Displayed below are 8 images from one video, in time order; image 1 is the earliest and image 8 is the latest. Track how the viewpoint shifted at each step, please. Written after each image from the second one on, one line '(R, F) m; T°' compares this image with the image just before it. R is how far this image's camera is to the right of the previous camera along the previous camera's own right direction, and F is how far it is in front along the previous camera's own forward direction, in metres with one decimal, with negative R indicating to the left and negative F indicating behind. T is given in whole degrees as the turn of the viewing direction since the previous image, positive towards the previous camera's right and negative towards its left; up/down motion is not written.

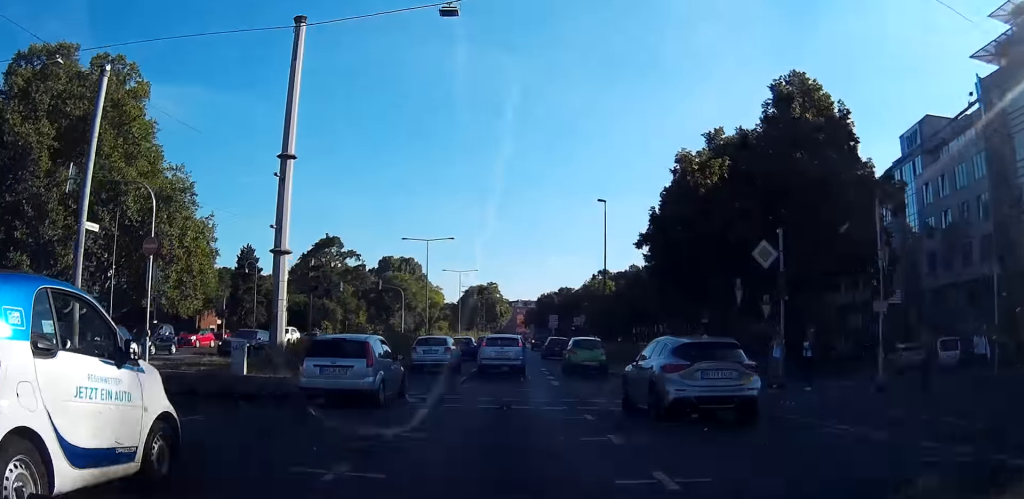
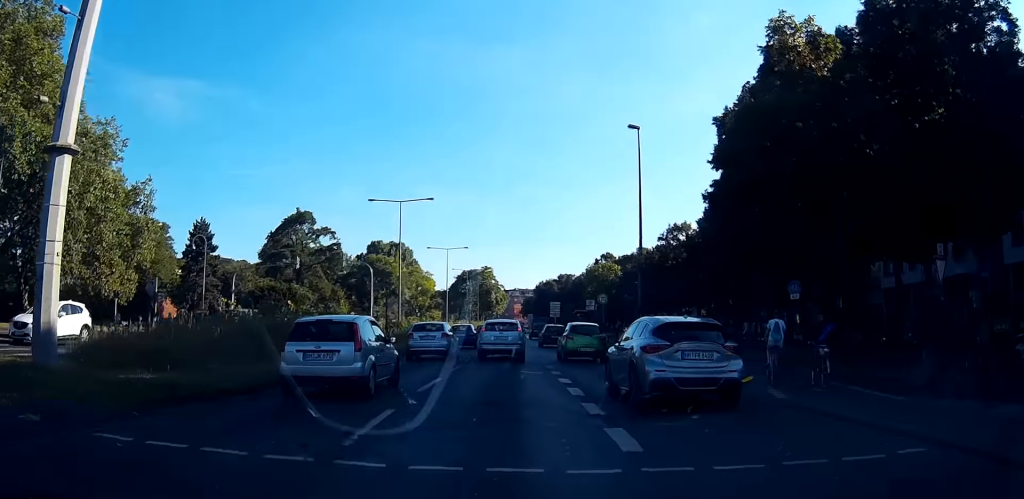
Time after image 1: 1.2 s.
(0.0, +15.8) m; -1°
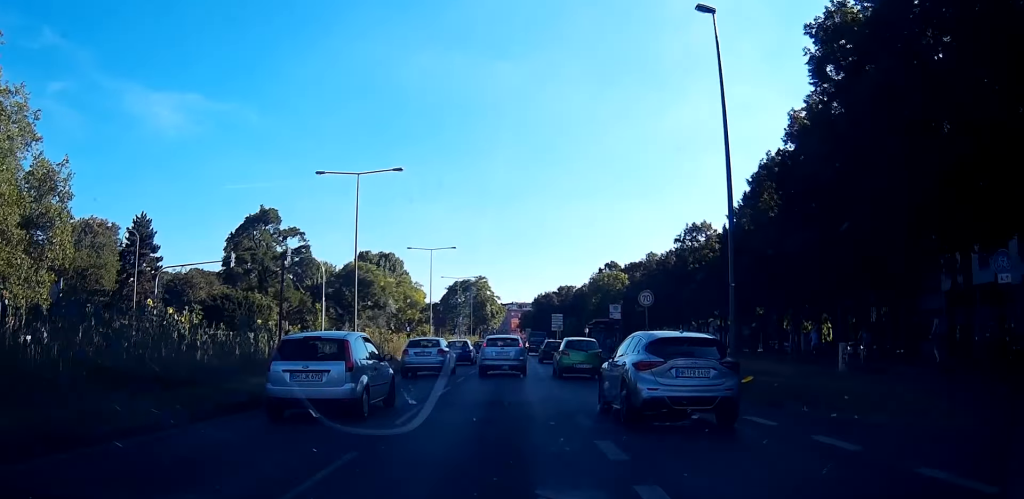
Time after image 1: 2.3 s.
(-0.3, +15.0) m; -2°
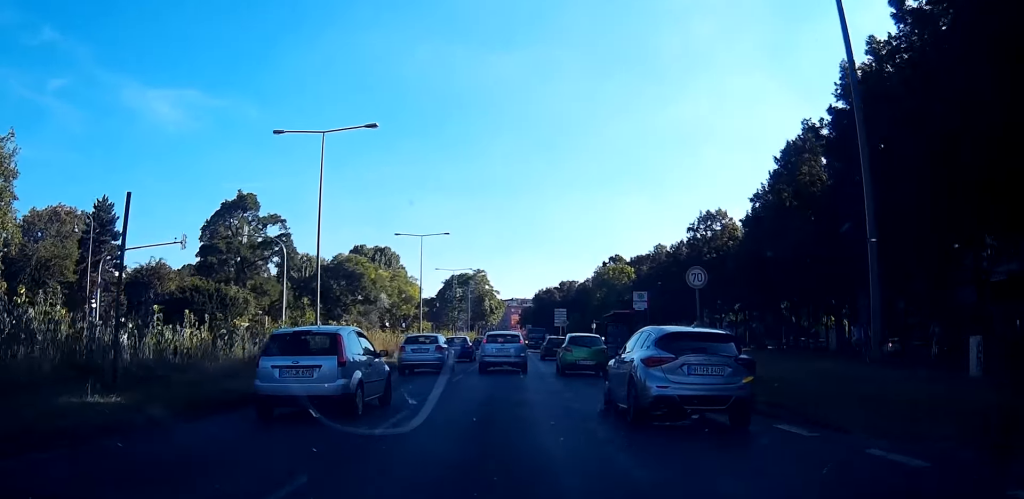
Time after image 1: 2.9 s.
(-0.1, +7.9) m; 0°
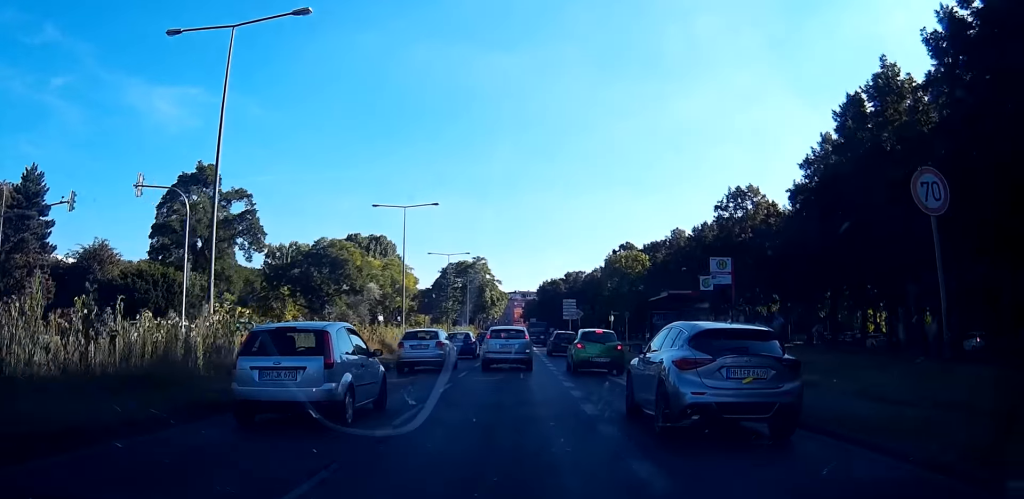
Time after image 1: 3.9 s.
(+0.1, +12.2) m; +3°
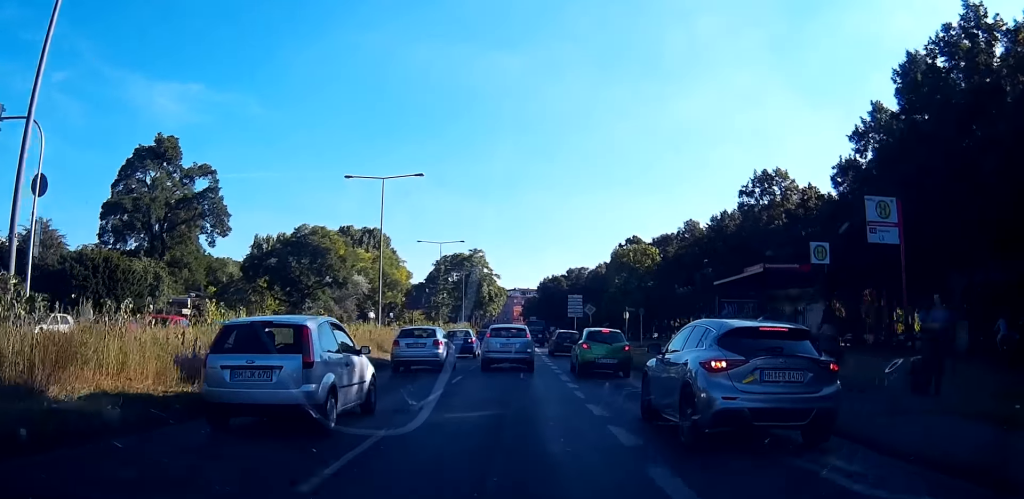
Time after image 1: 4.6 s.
(+0.3, +9.2) m; +3°
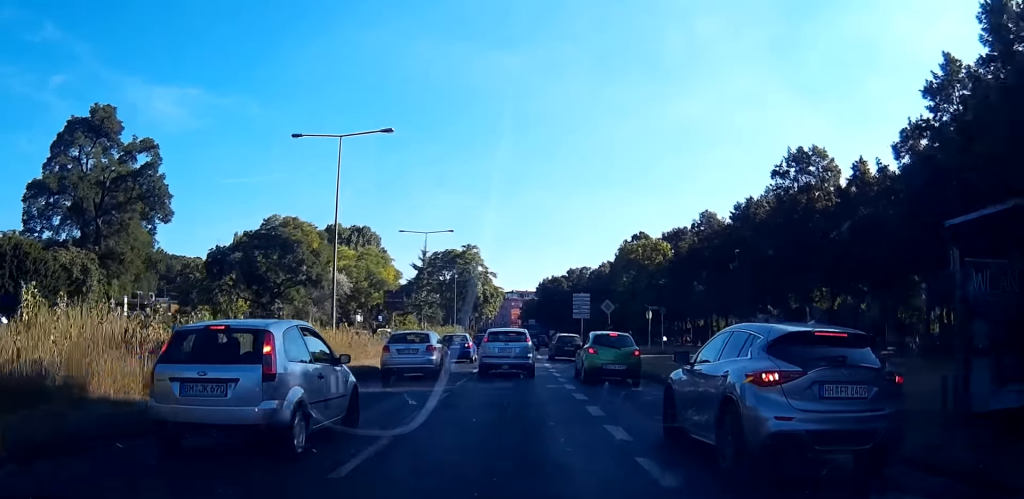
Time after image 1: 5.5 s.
(+0.3, +10.6) m; 0°
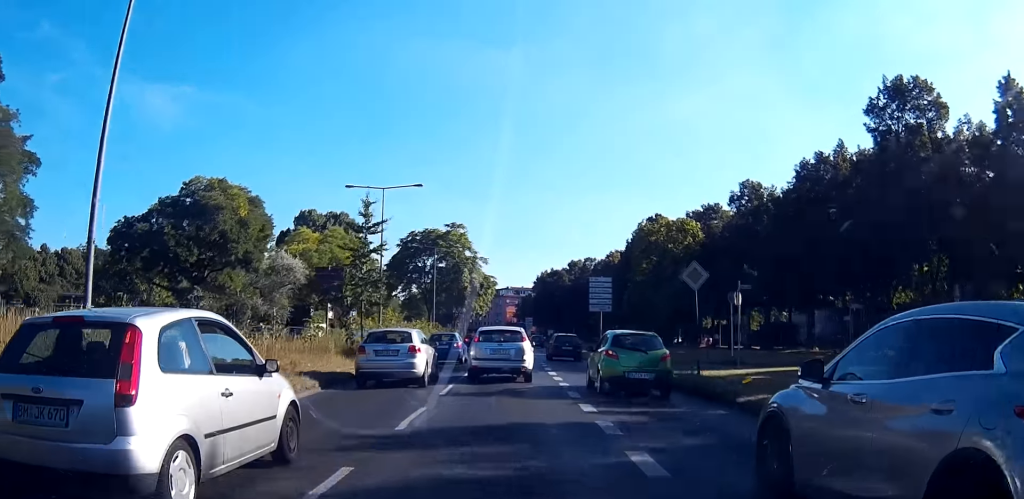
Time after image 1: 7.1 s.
(-0.3, +19.7) m; -1°
